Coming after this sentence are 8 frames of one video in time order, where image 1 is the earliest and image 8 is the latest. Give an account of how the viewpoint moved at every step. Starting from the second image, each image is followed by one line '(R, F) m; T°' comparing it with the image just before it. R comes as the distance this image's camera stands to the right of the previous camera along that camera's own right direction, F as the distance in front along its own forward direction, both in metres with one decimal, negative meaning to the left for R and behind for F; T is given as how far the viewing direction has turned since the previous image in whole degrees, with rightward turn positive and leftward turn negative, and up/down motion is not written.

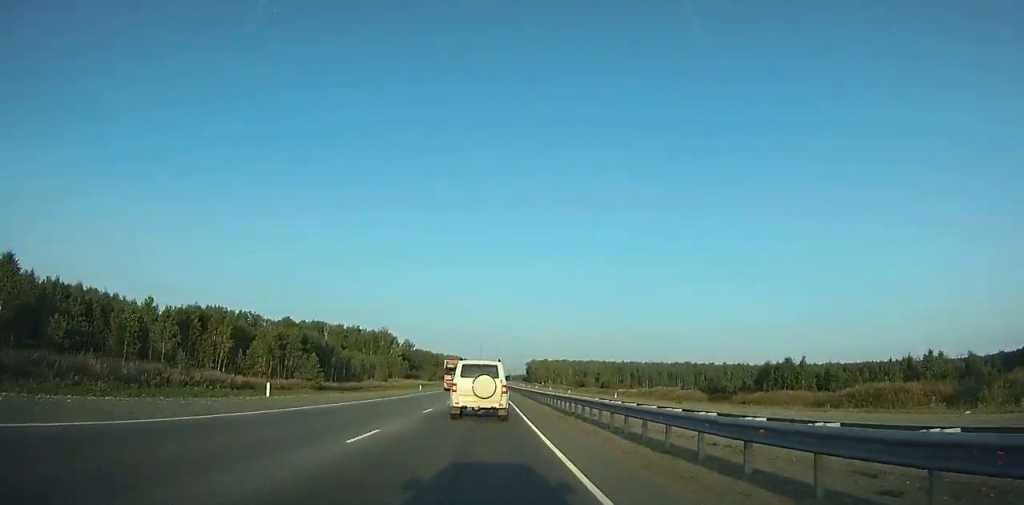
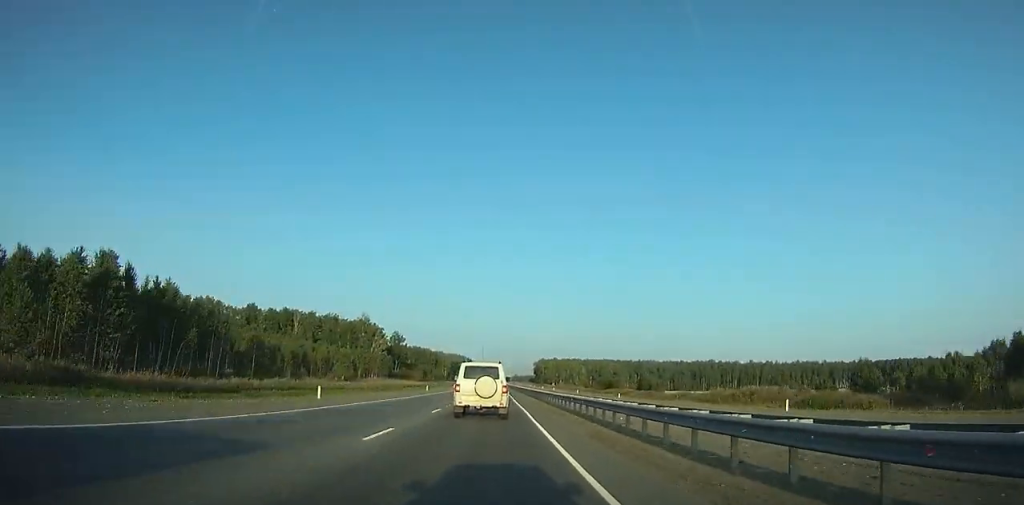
(-0.1, +45.6) m; 0°
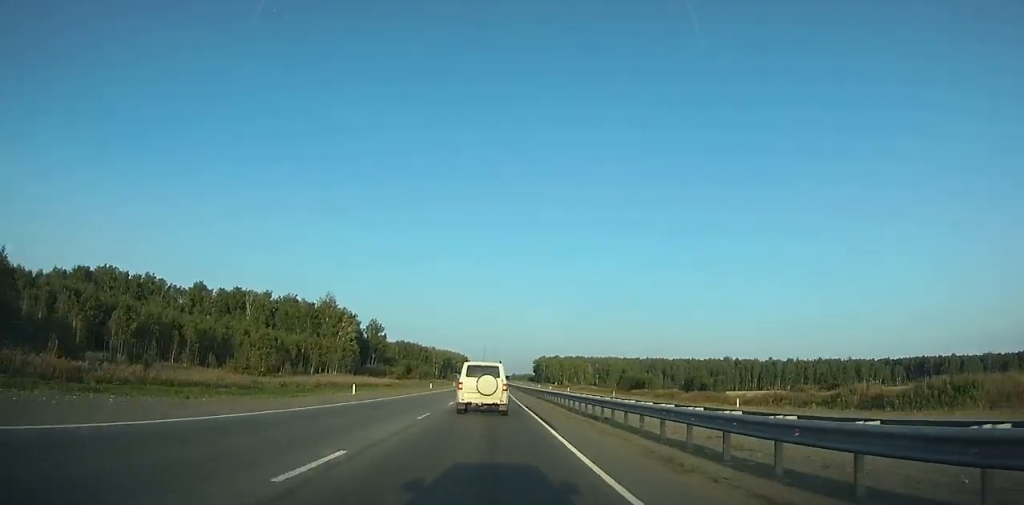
(-0.1, +40.2) m; 0°
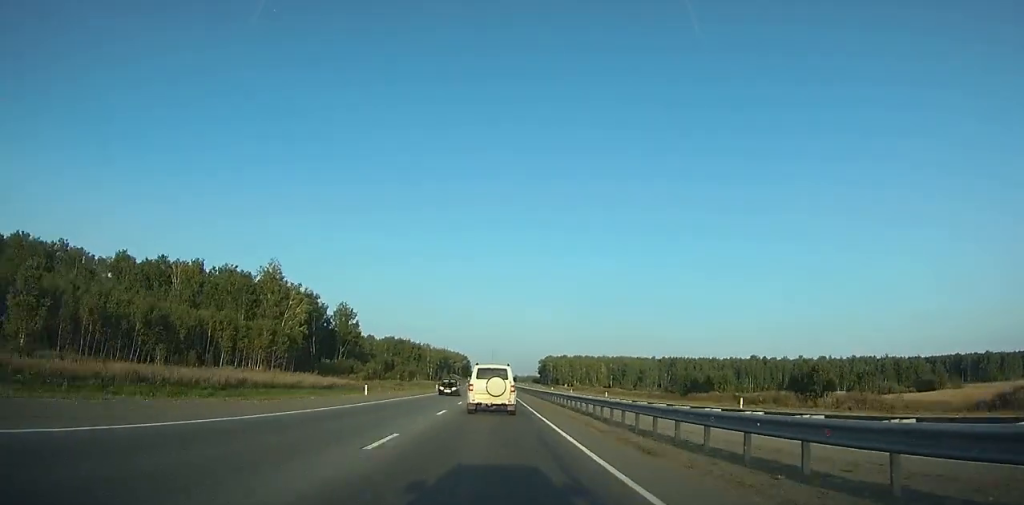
(-0.2, +43.5) m; 0°
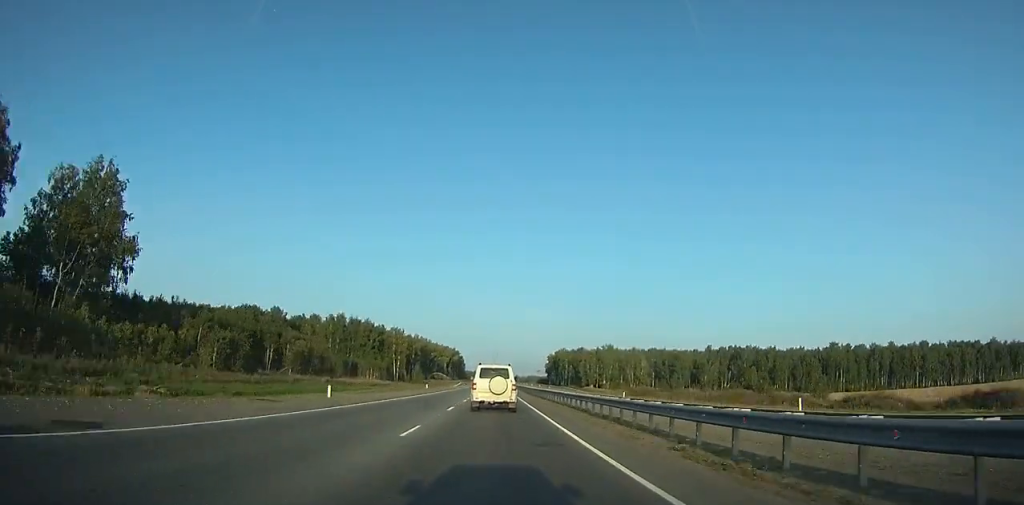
(-0.2, +104.8) m; 0°
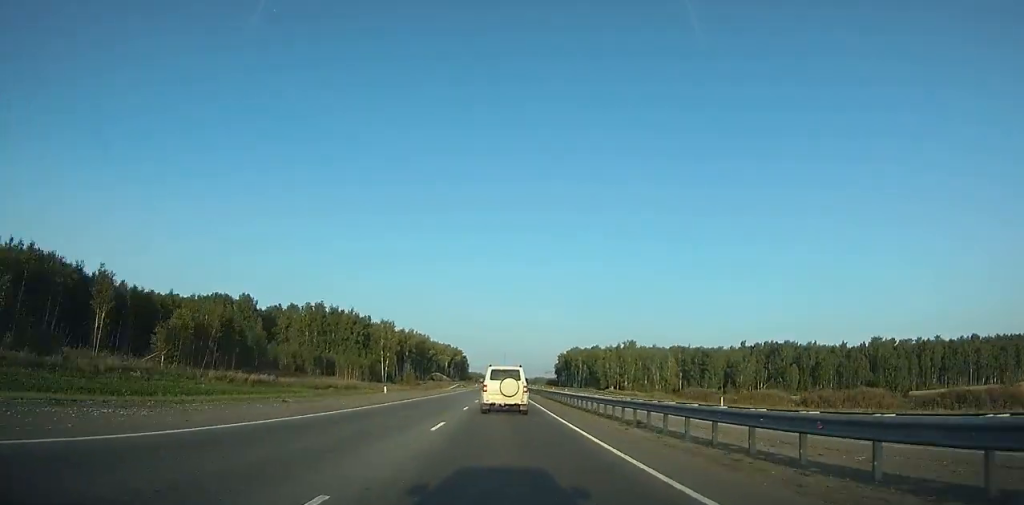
(0.0, +30.8) m; 0°
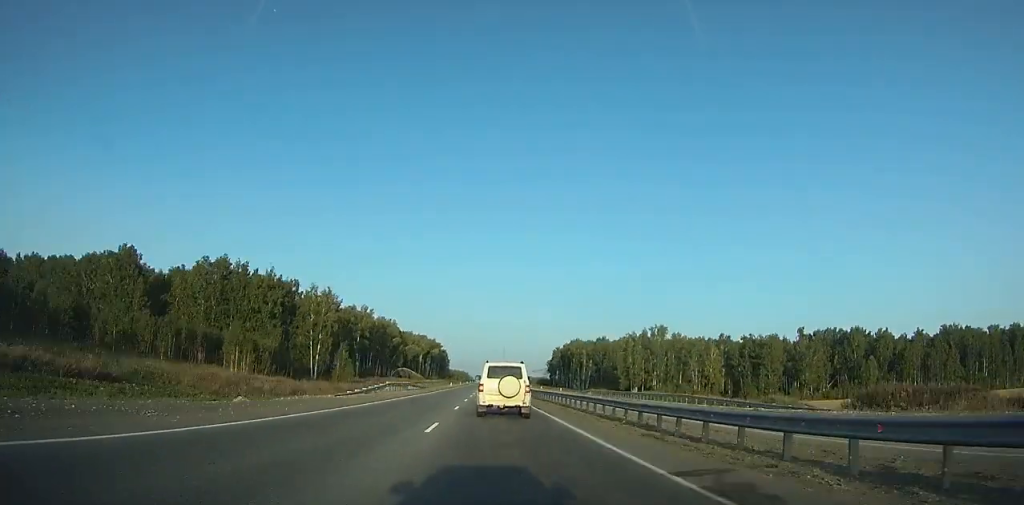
(-0.1, +56.5) m; +1°
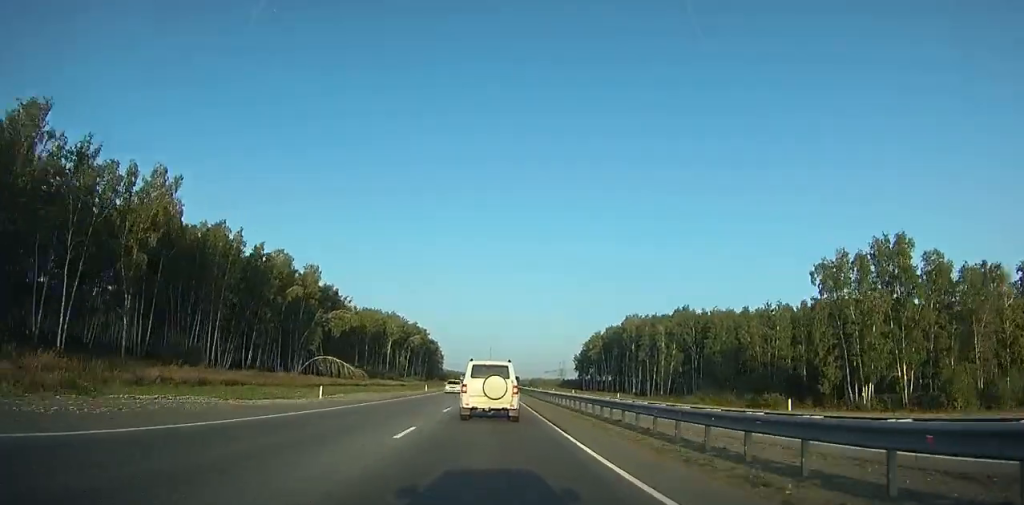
(+0.5, +108.1) m; -1°
